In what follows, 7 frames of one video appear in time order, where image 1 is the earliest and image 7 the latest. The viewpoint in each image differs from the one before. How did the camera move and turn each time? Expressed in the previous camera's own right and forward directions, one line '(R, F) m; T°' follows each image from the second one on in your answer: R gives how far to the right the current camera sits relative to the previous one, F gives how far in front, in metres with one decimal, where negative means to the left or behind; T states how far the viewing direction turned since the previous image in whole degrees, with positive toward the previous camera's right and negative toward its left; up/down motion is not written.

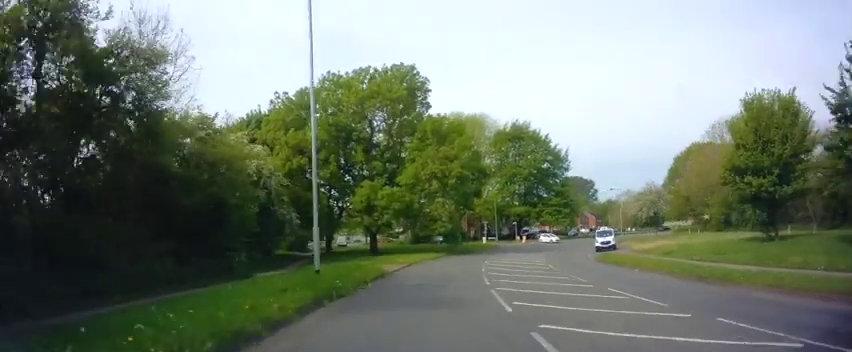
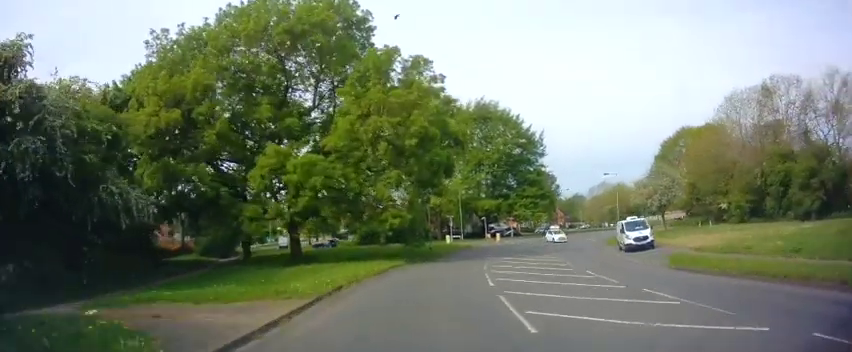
(+0.8, +14.6) m; +7°
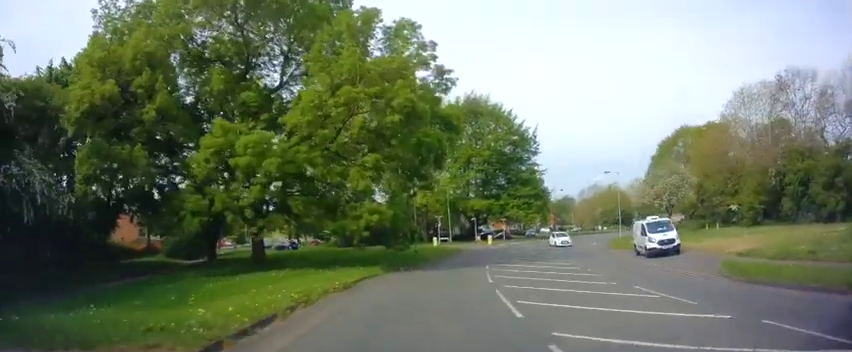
(+0.2, +4.8) m; +2°
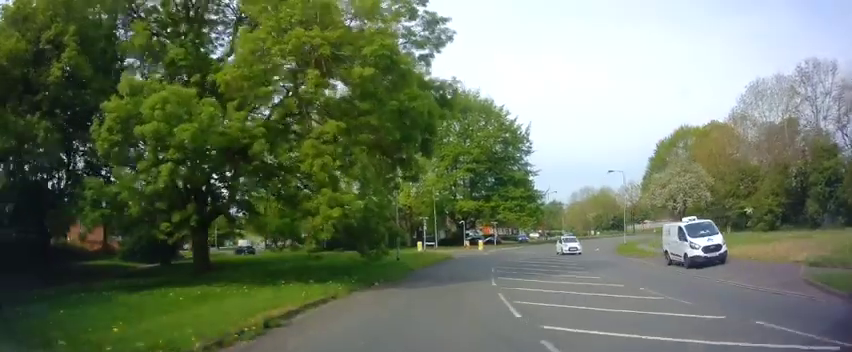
(+0.1, +5.5) m; +2°
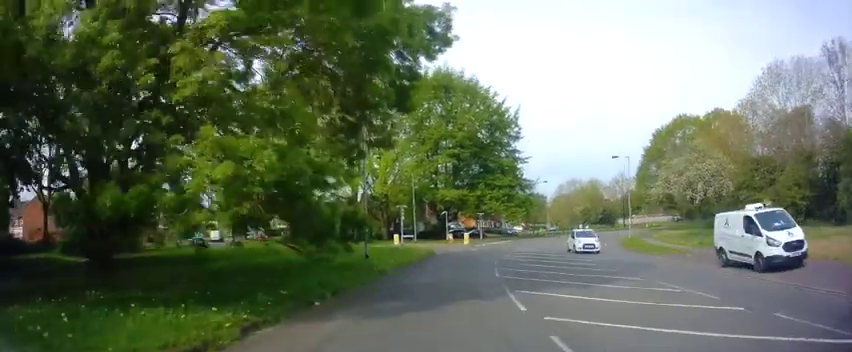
(+0.1, +6.3) m; +2°
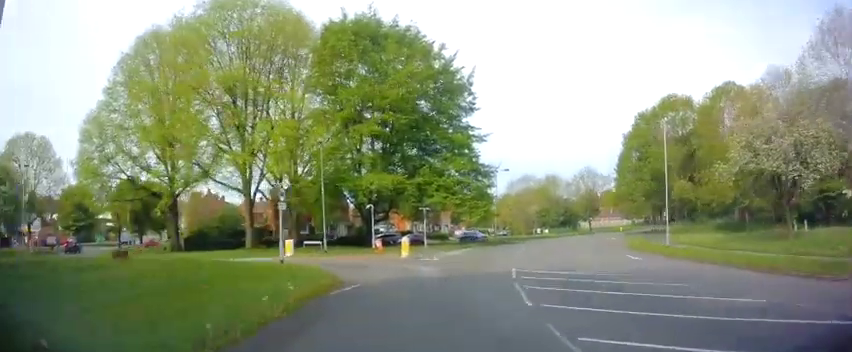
(+0.9, +18.1) m; +7°
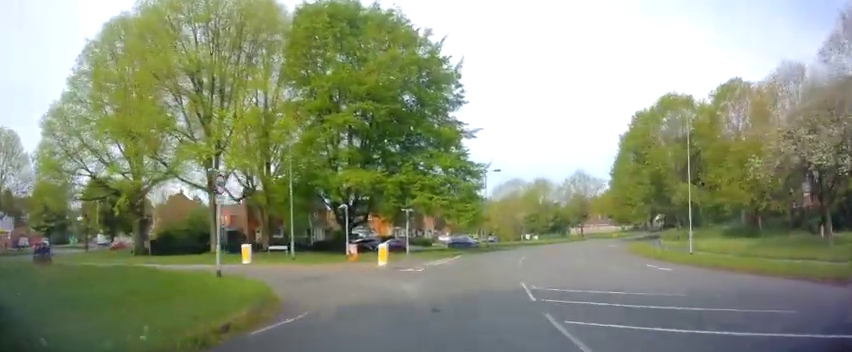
(-0.2, +4.5) m; +3°
